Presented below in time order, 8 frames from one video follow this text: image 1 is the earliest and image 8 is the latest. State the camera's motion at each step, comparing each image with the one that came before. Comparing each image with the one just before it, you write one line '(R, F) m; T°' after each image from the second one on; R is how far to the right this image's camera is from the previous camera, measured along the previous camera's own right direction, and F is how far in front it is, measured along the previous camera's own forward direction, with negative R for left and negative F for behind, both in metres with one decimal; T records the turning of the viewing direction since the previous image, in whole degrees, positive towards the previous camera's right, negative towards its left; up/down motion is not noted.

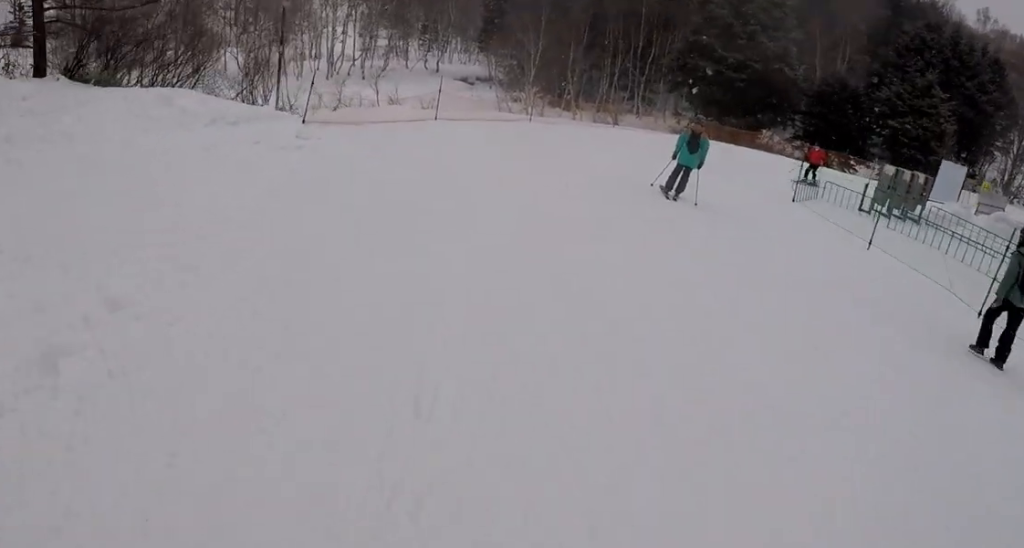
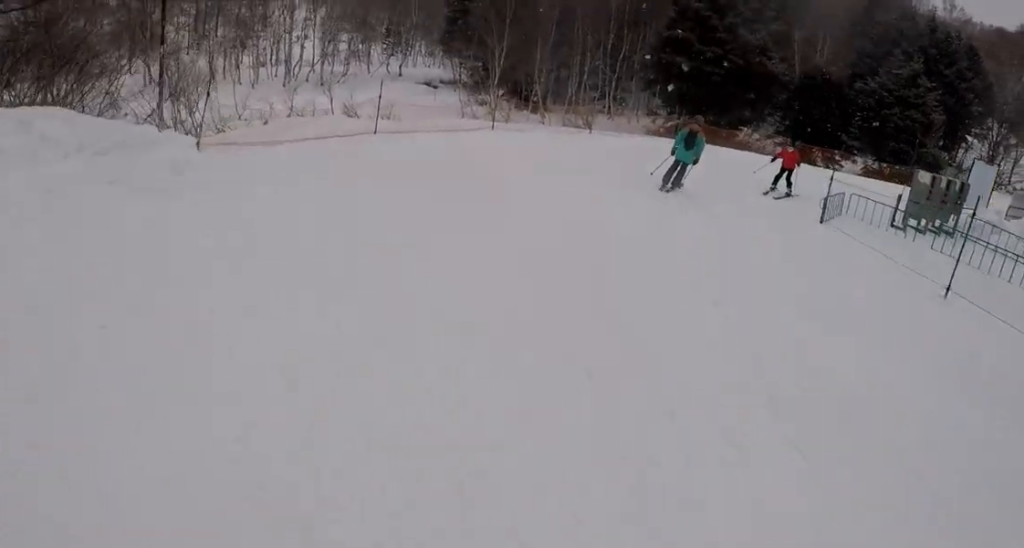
(+0.6, +3.6) m; +6°
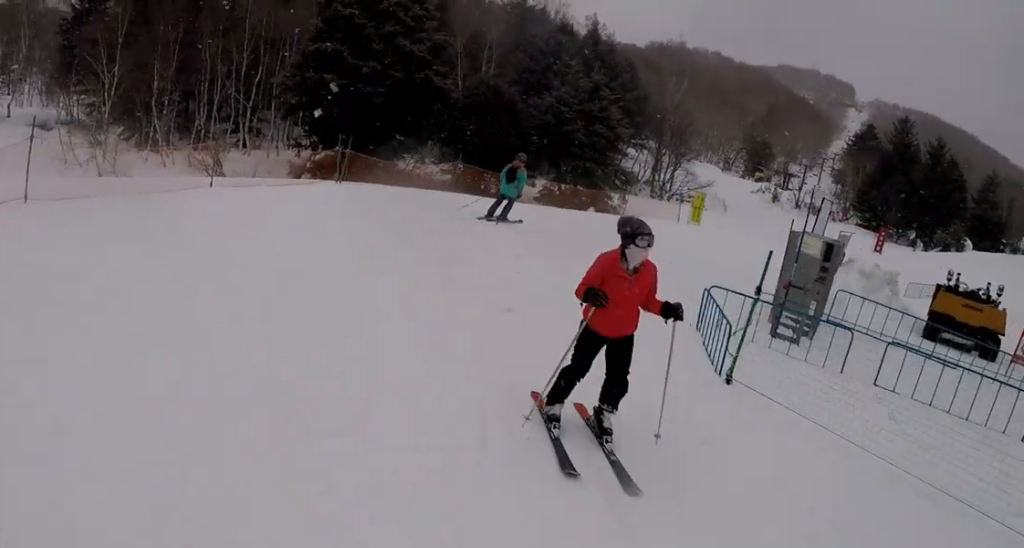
(+0.6, +8.4) m; +20°
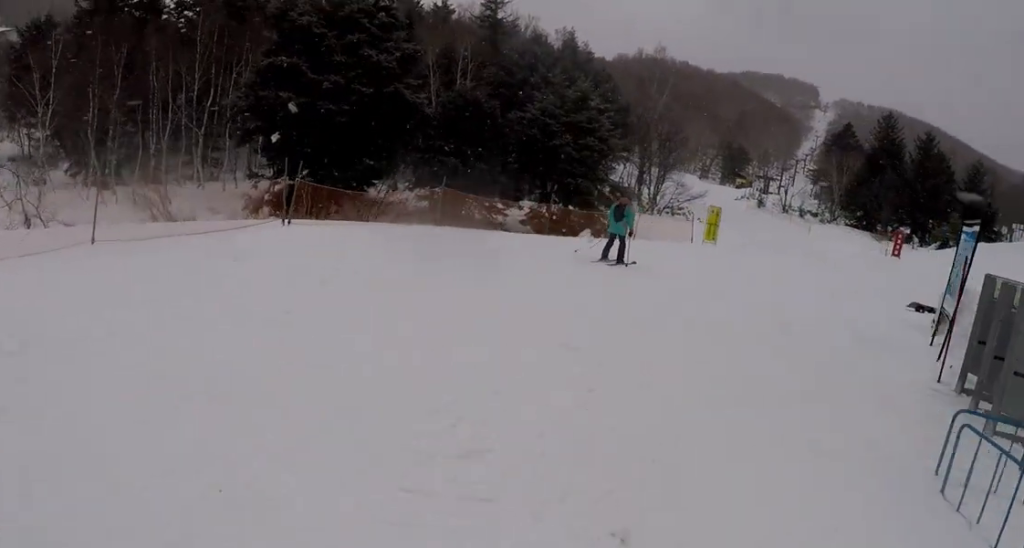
(+1.2, +4.1) m; +14°
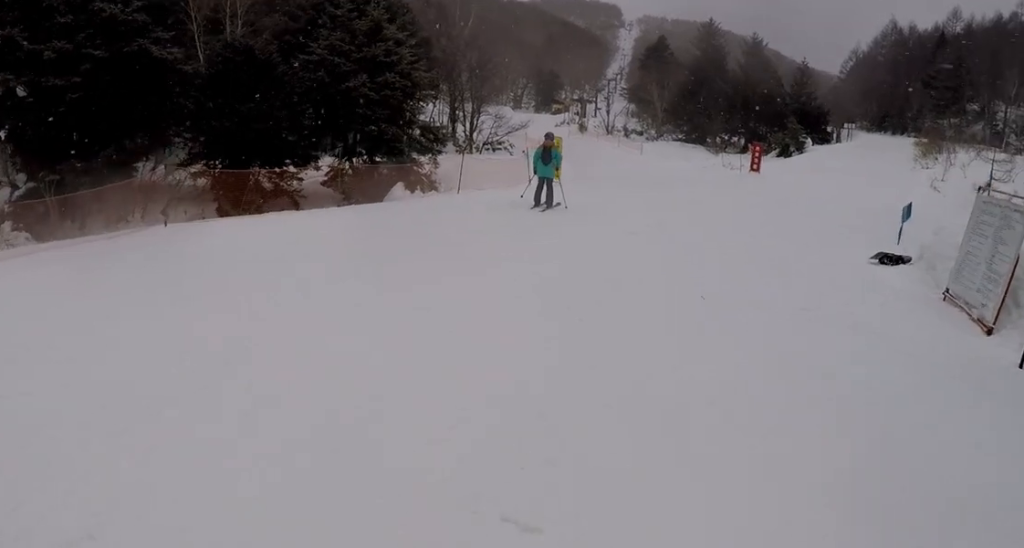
(+0.6, +5.4) m; +2°
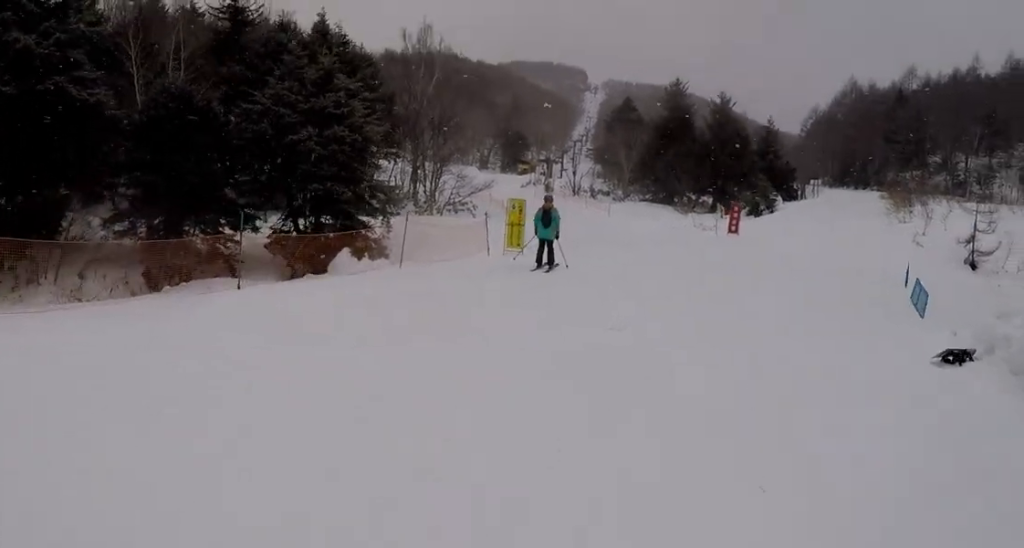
(-0.1, +3.3) m; +2°
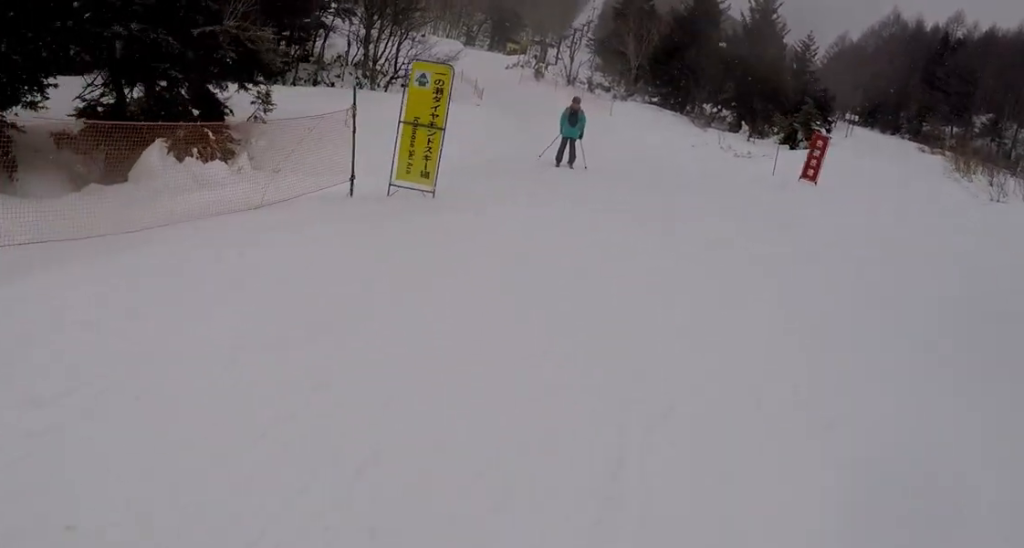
(+1.9, +10.1) m; +13°
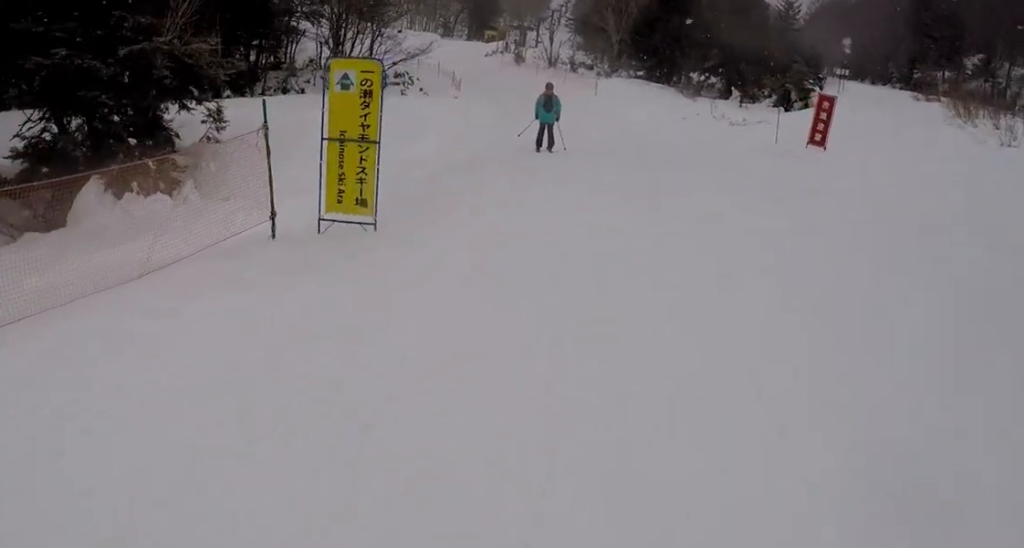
(-0.1, +1.9) m; 0°
